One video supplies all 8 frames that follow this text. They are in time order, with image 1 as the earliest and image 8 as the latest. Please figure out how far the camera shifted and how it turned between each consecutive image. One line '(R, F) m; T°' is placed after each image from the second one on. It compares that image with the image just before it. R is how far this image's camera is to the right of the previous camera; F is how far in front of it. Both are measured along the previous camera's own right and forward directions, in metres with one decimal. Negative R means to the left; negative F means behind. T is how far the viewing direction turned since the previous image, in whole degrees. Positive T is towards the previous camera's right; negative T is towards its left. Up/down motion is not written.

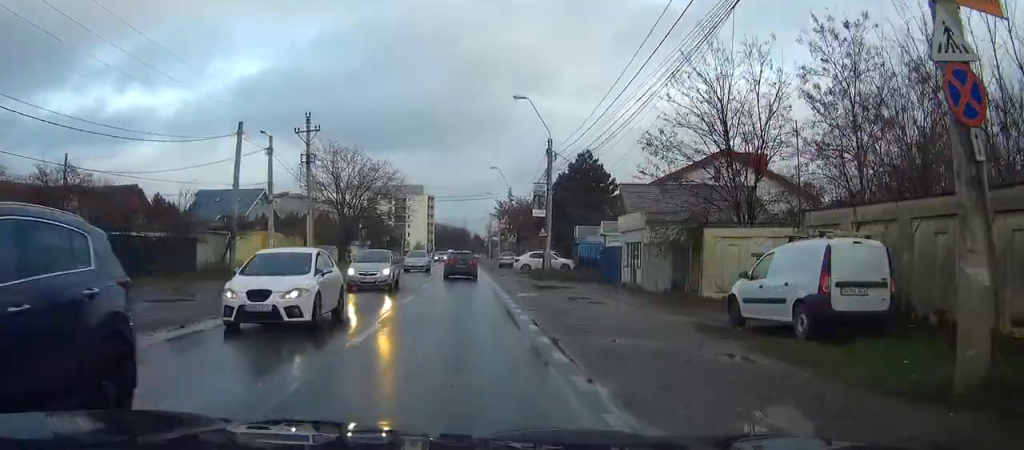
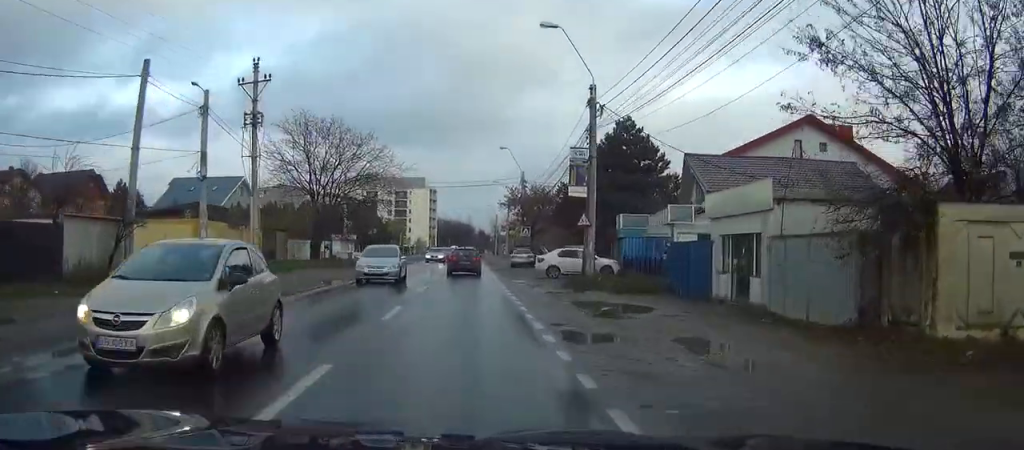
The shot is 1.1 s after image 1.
(+0.1, +13.6) m; 0°
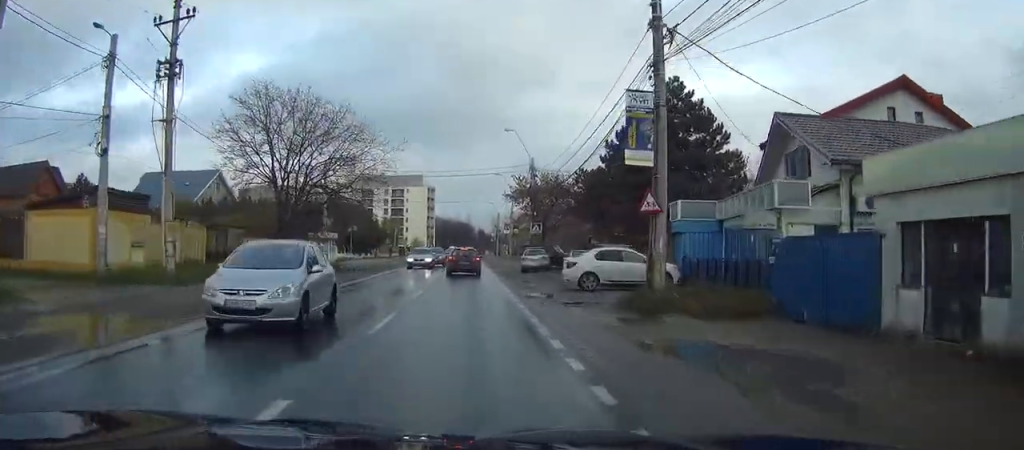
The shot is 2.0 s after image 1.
(0.0, +10.7) m; 0°
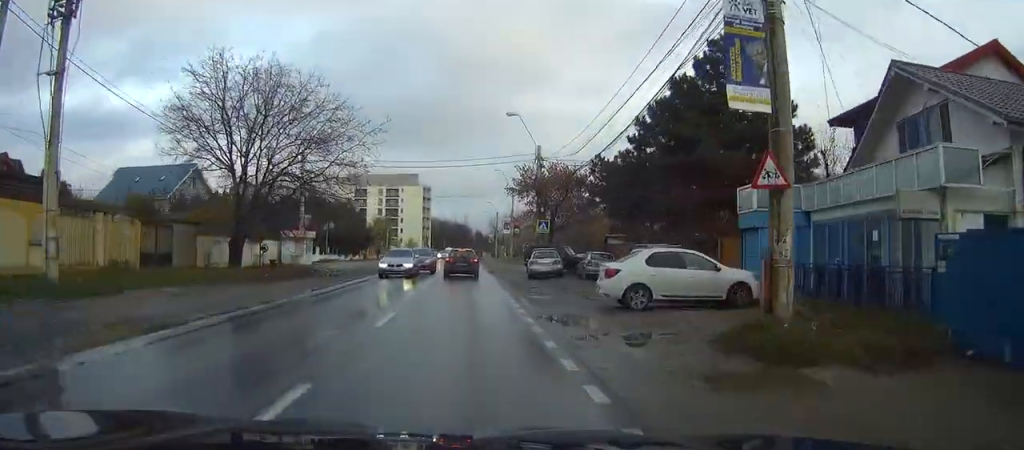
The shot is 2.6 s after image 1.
(0.0, +7.7) m; 0°
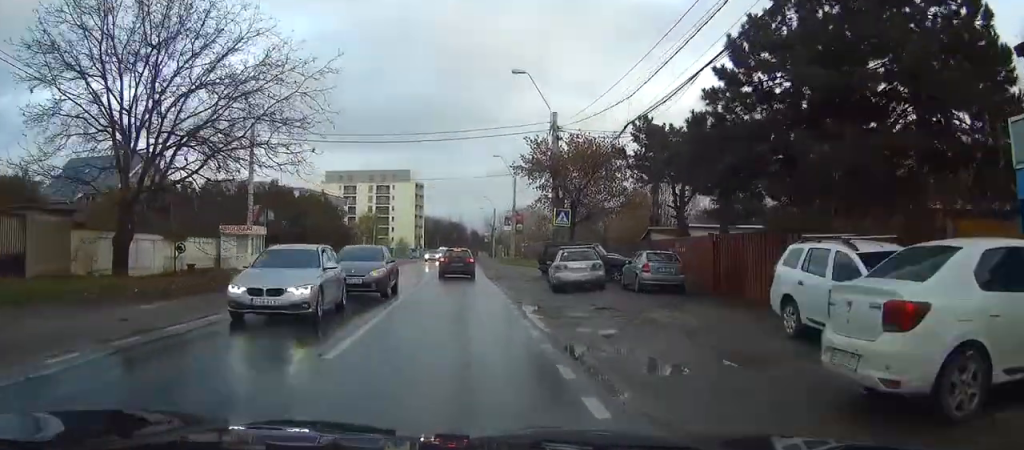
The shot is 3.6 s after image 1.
(-0.1, +12.5) m; 0°
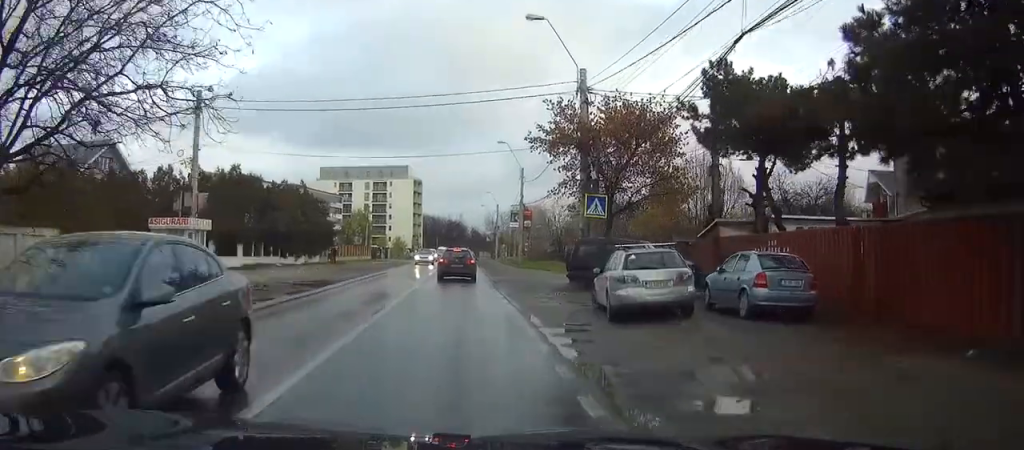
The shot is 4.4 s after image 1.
(0.0, +9.7) m; 0°
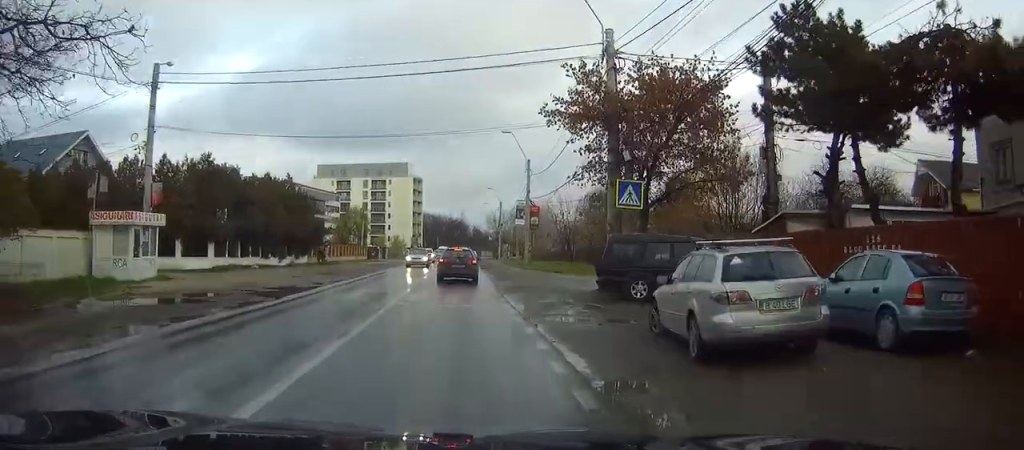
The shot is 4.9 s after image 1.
(+0.1, +5.6) m; 0°
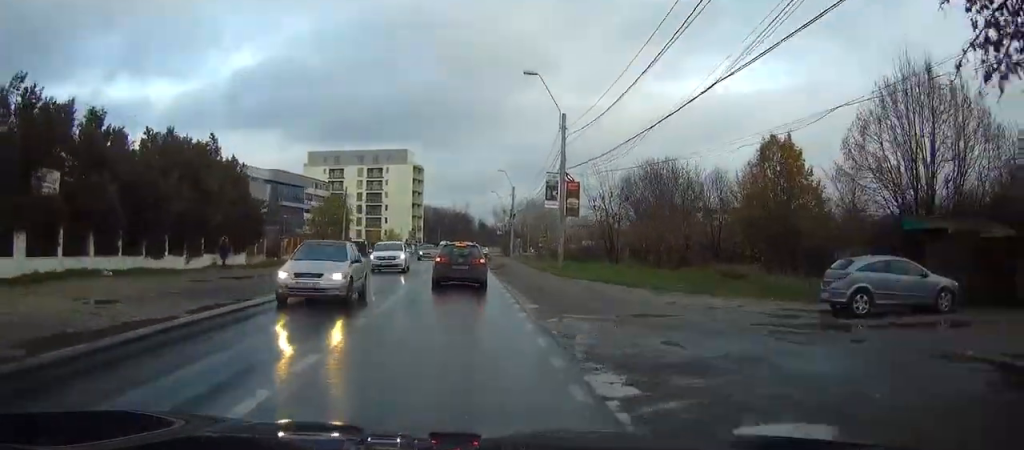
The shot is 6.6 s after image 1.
(-0.2, +20.0) m; -1°
